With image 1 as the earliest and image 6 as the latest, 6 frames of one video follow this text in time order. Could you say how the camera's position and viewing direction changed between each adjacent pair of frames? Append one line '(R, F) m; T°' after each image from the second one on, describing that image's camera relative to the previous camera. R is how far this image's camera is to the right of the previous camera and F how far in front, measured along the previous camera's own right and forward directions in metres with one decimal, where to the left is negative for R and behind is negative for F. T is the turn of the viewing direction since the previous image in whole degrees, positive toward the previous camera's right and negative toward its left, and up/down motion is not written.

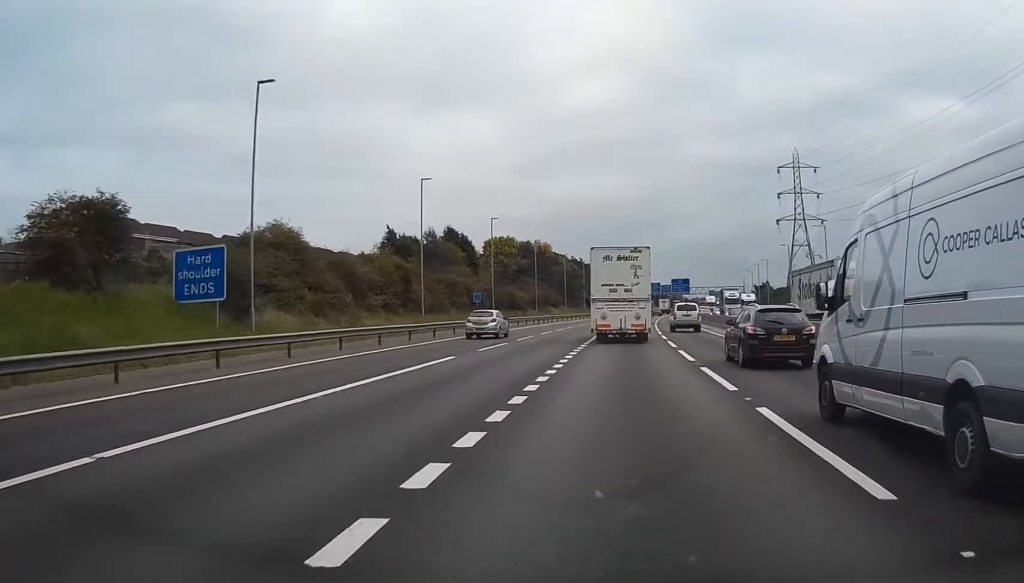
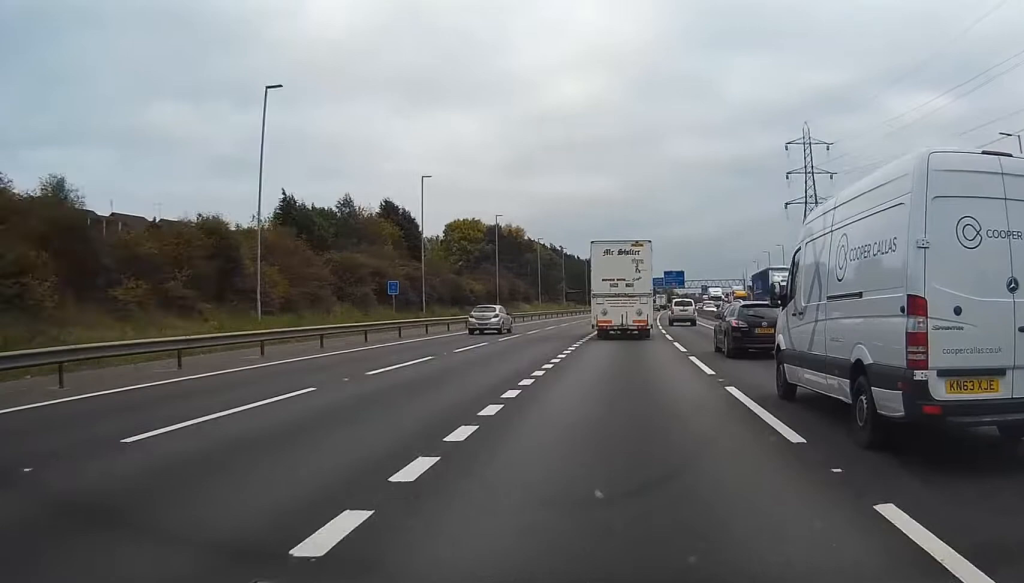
(+0.3, +31.9) m; +1°
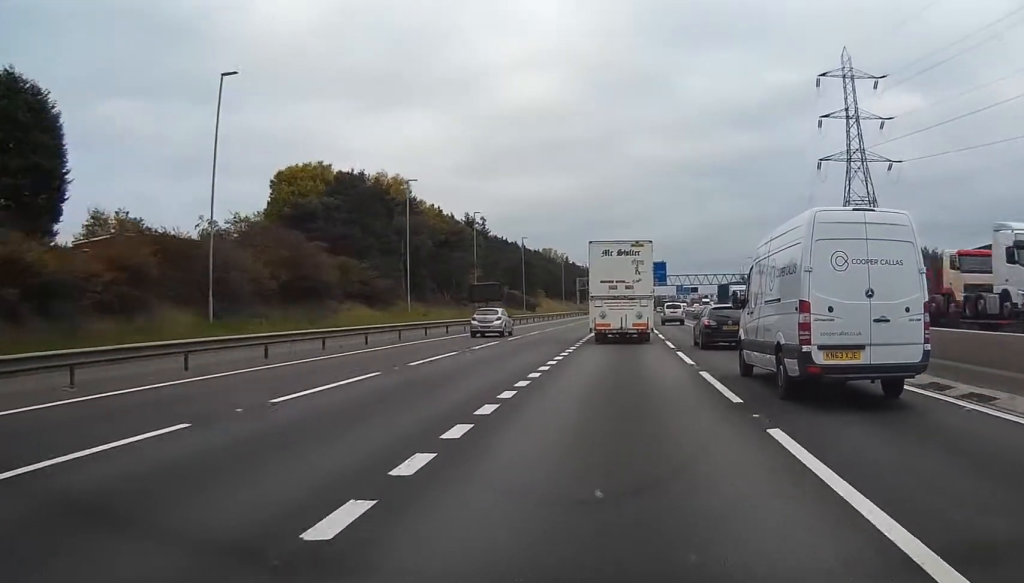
(+0.9, +73.3) m; +2°
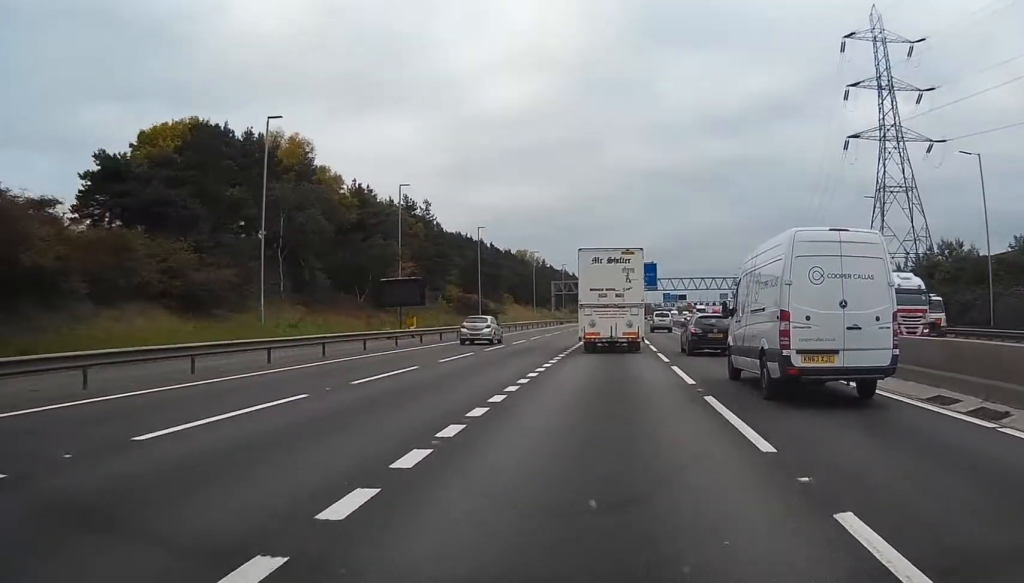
(+0.4, +29.1) m; +1°
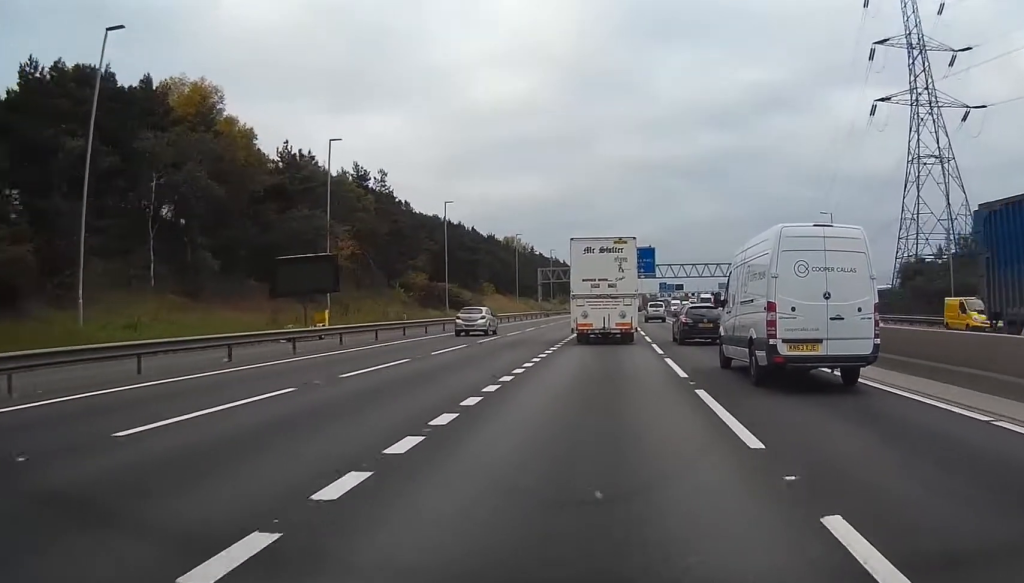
(0.0, +17.5) m; 0°
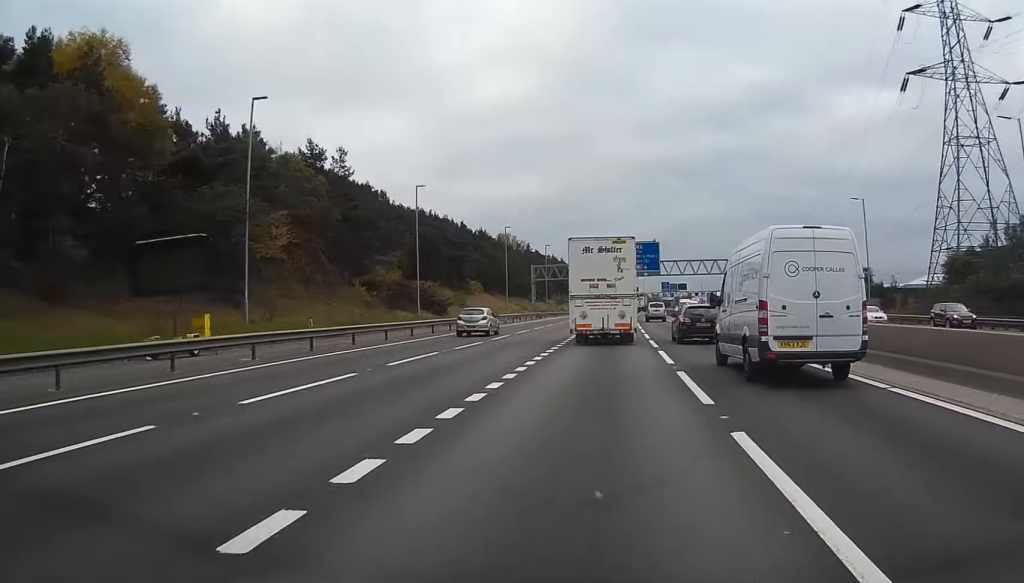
(0.0, +13.3) m; 0°
